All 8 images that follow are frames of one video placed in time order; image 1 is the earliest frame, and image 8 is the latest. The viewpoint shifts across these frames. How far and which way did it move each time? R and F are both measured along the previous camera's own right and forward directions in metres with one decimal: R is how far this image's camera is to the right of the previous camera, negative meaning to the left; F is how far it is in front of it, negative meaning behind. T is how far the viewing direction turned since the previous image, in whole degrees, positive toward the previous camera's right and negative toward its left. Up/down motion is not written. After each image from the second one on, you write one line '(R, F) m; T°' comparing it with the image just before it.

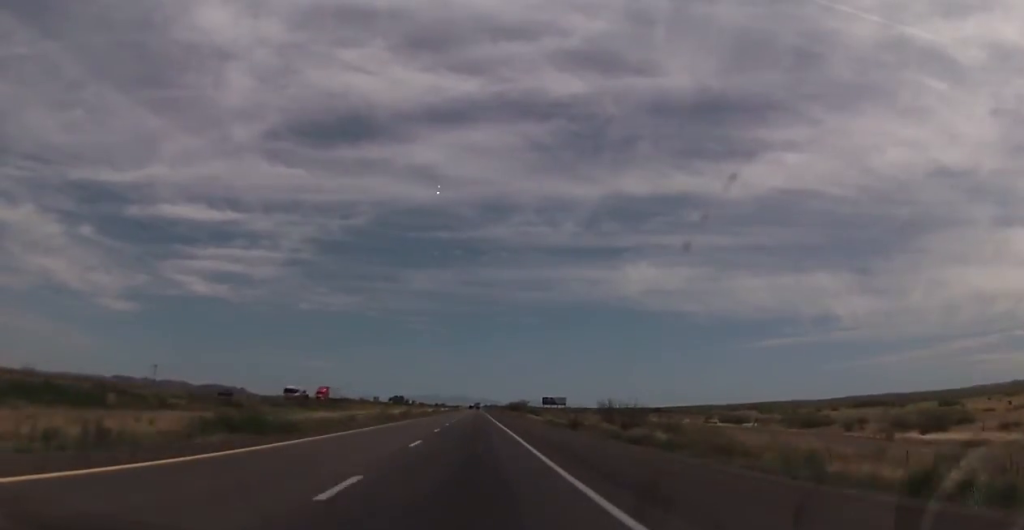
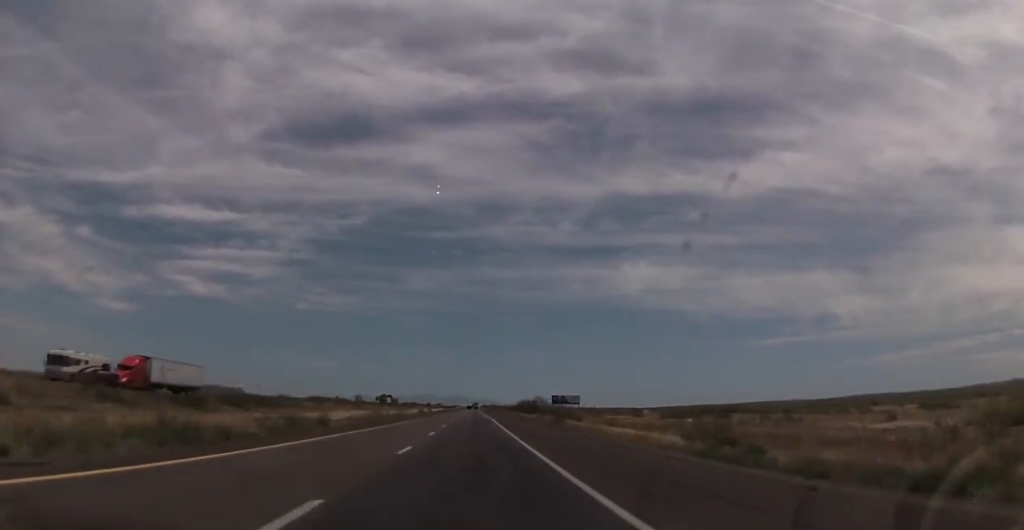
(-0.3, +52.2) m; +1°
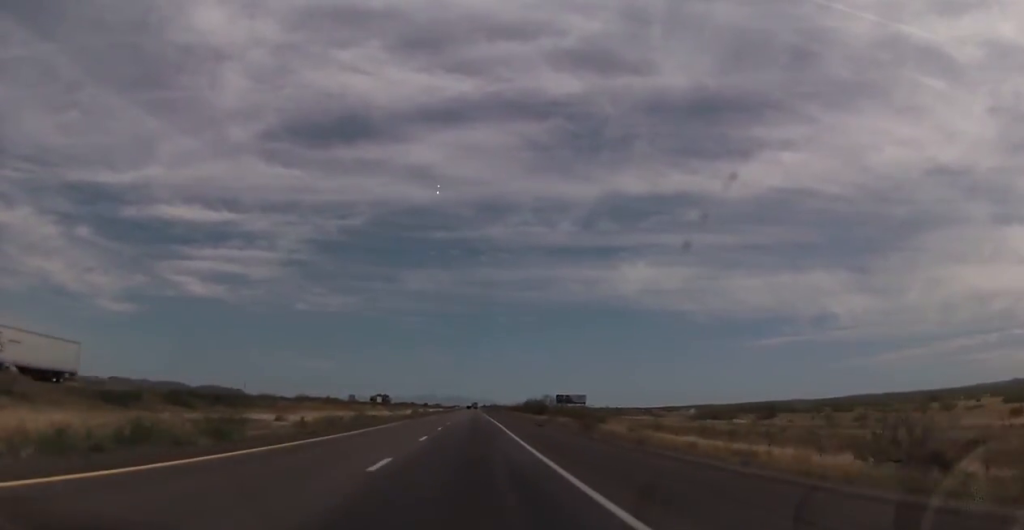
(+0.2, +17.0) m; 0°
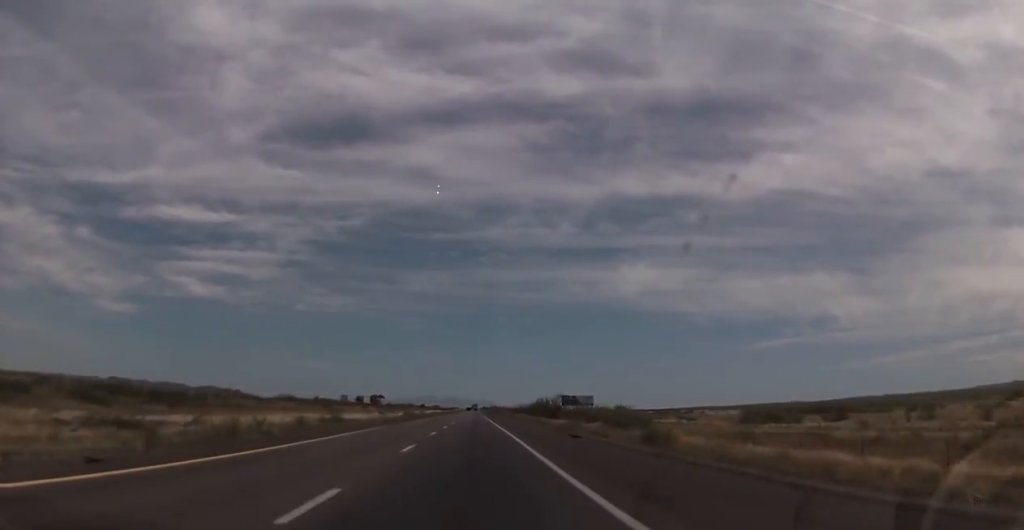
(+0.1, +18.3) m; 0°
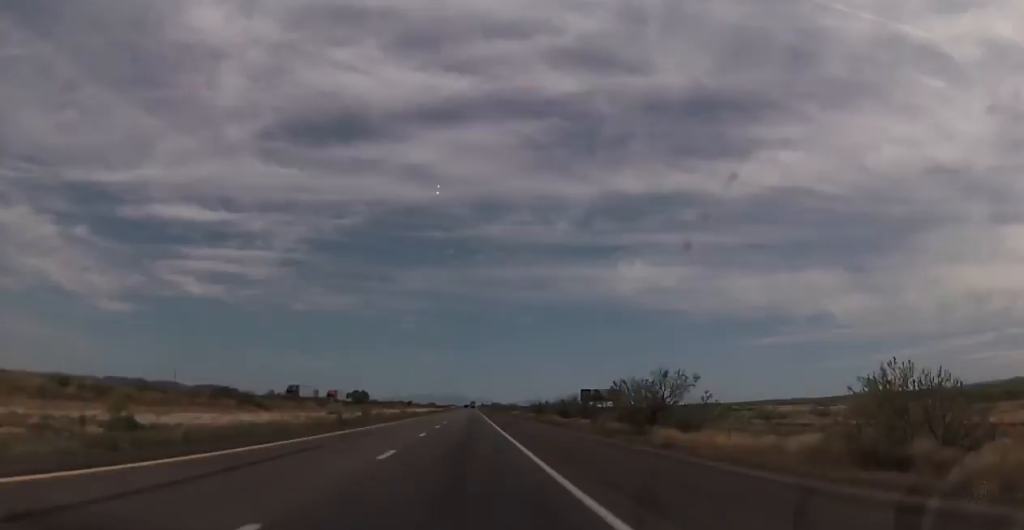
(-0.4, +52.2) m; -1°
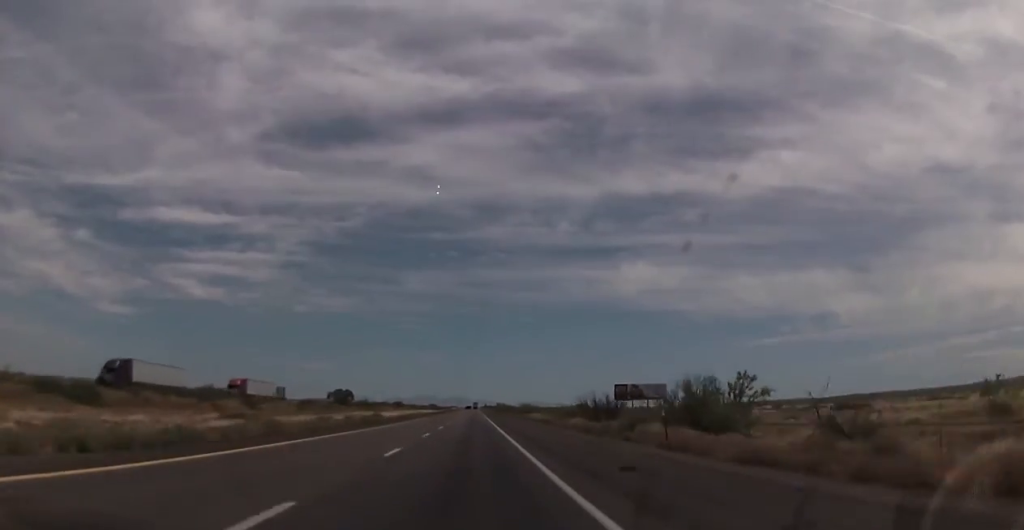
(+0.1, +47.4) m; +1°
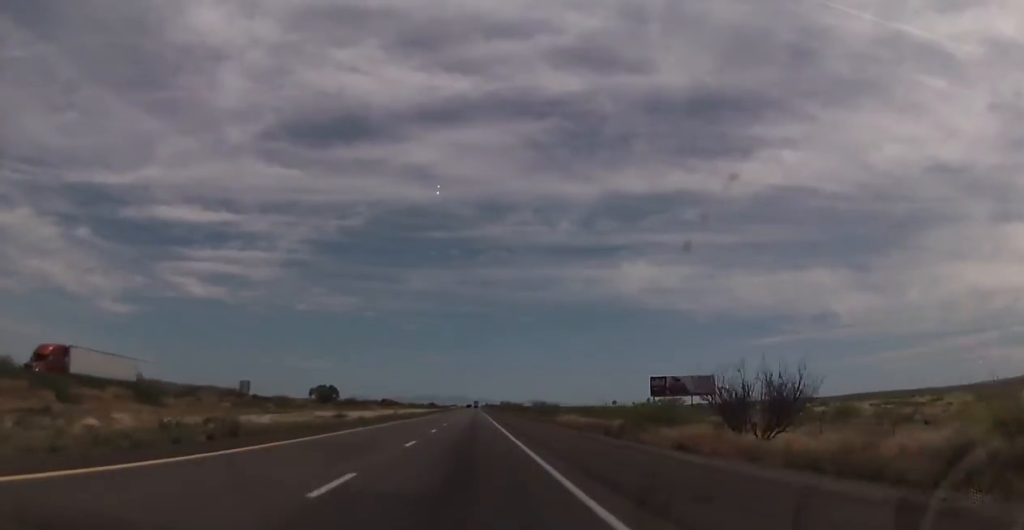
(+0.1, +32.8) m; 0°
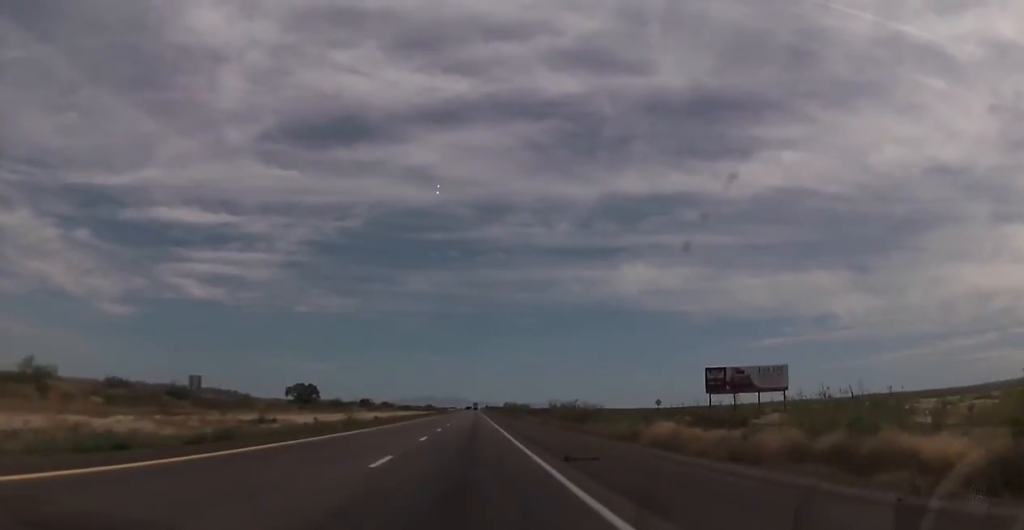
(-0.2, +31.6) m; -1°
